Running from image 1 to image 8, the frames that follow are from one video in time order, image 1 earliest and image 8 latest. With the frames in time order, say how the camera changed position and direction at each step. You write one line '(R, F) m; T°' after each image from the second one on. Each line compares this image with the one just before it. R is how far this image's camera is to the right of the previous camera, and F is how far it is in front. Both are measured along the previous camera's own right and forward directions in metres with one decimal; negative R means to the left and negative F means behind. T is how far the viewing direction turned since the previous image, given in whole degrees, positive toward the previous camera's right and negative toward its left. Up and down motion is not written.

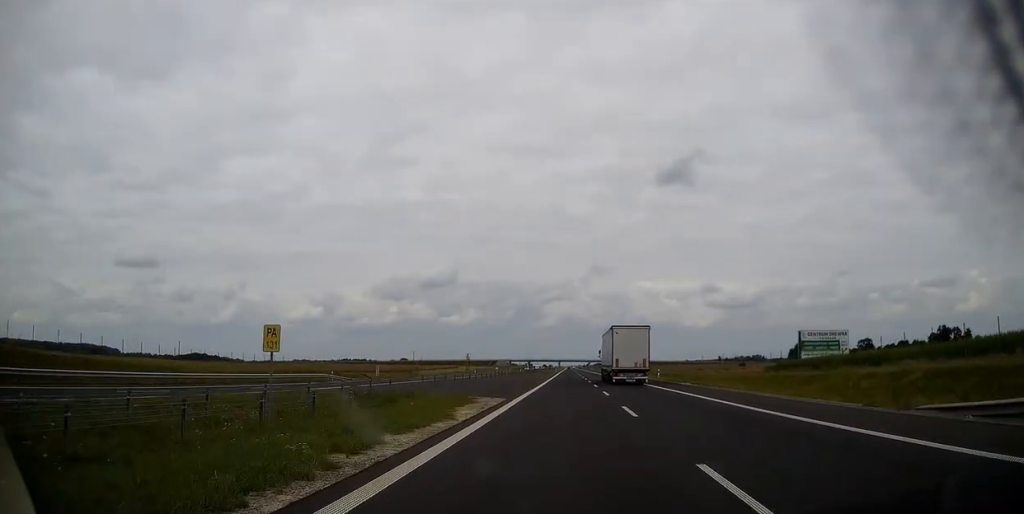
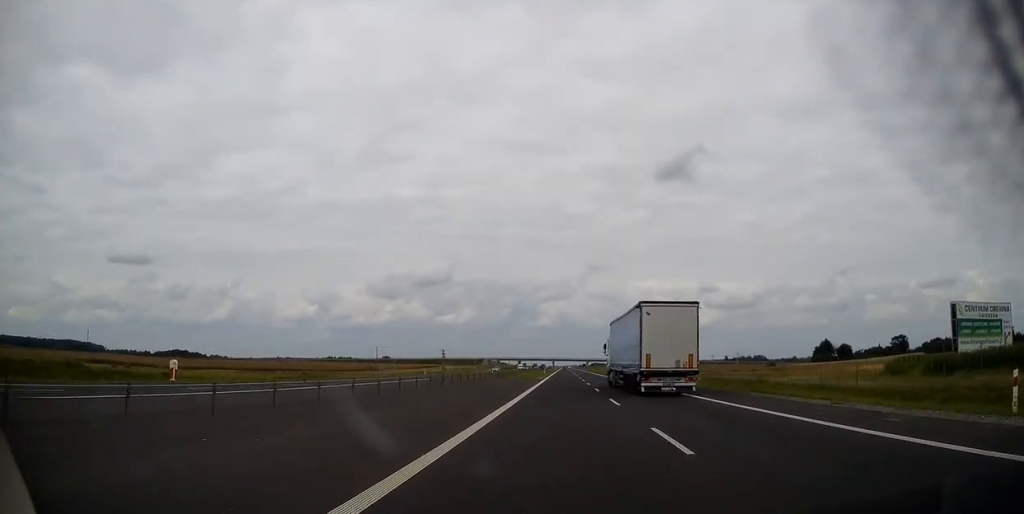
(-0.1, +54.0) m; 0°
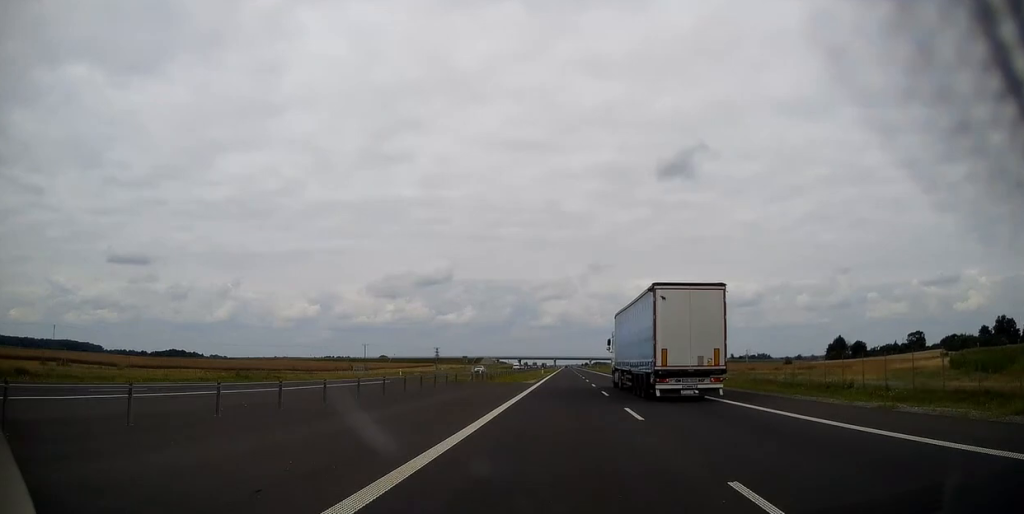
(0.0, +18.4) m; 0°
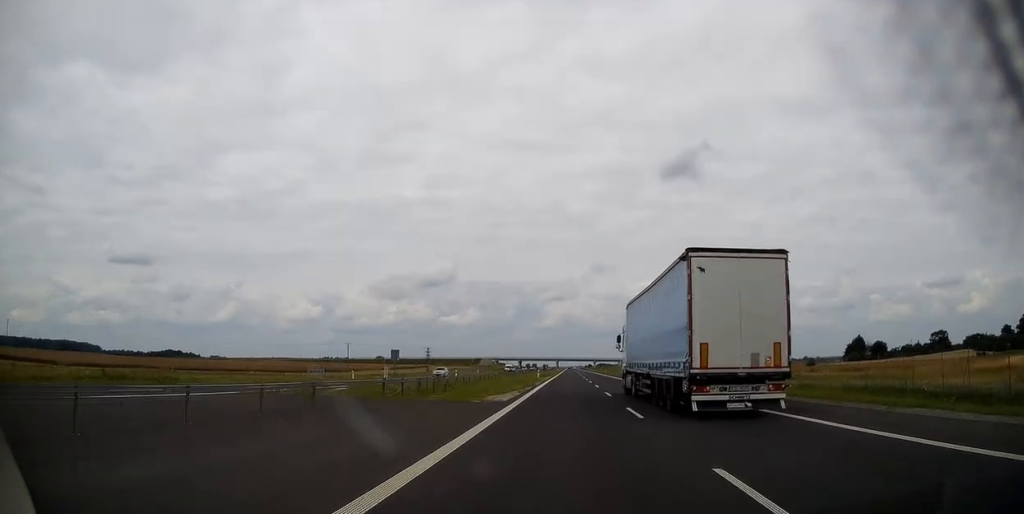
(0.0, +23.0) m; 0°
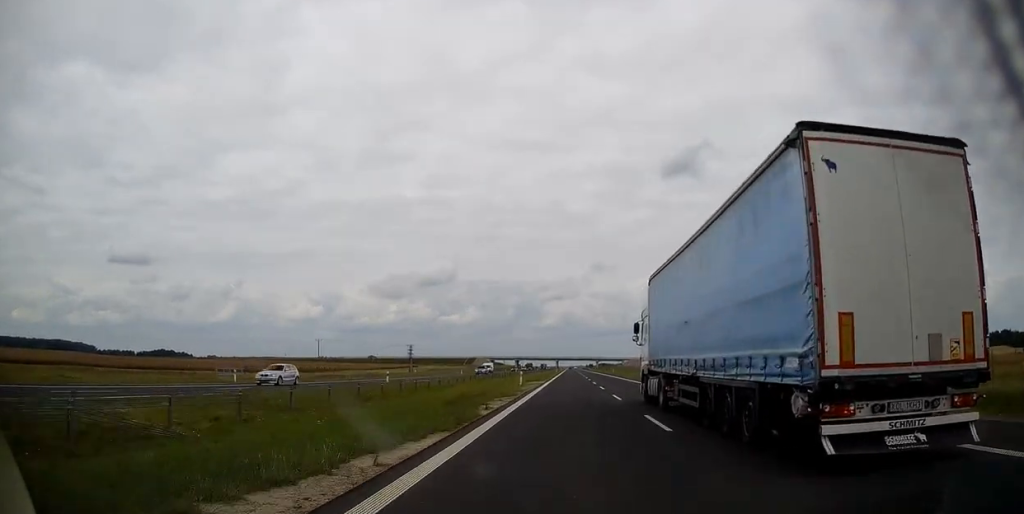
(0.0, +27.6) m; 0°
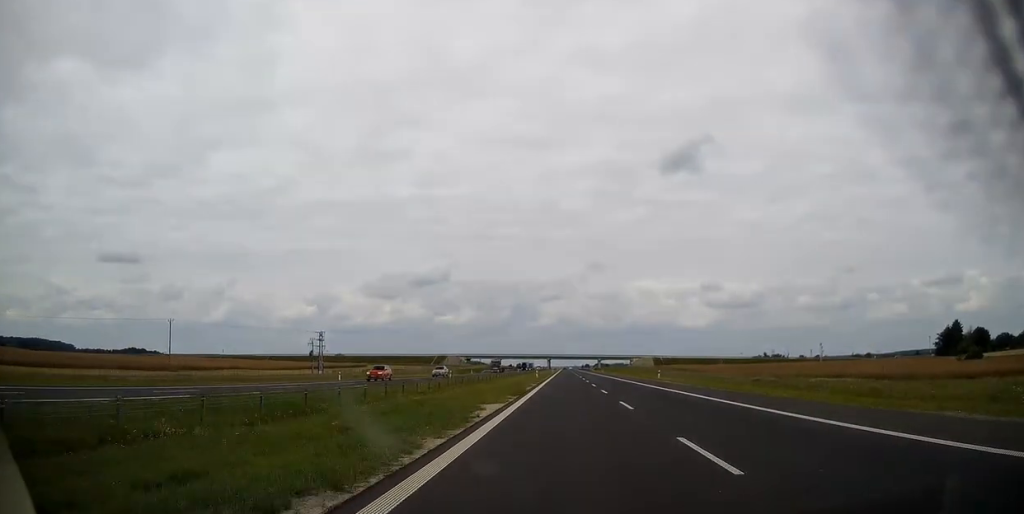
(-0.1, +77.0) m; 0°
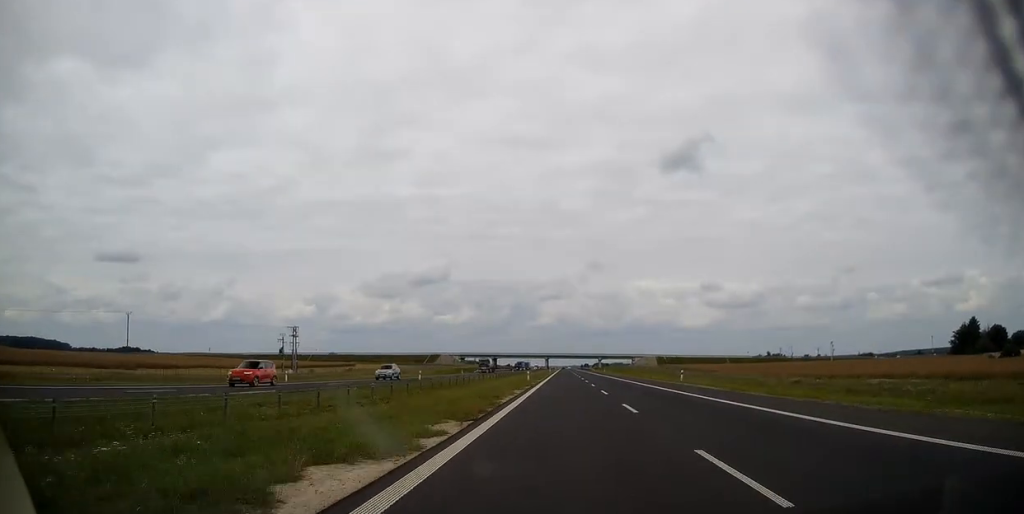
(0.0, +13.8) m; 0°
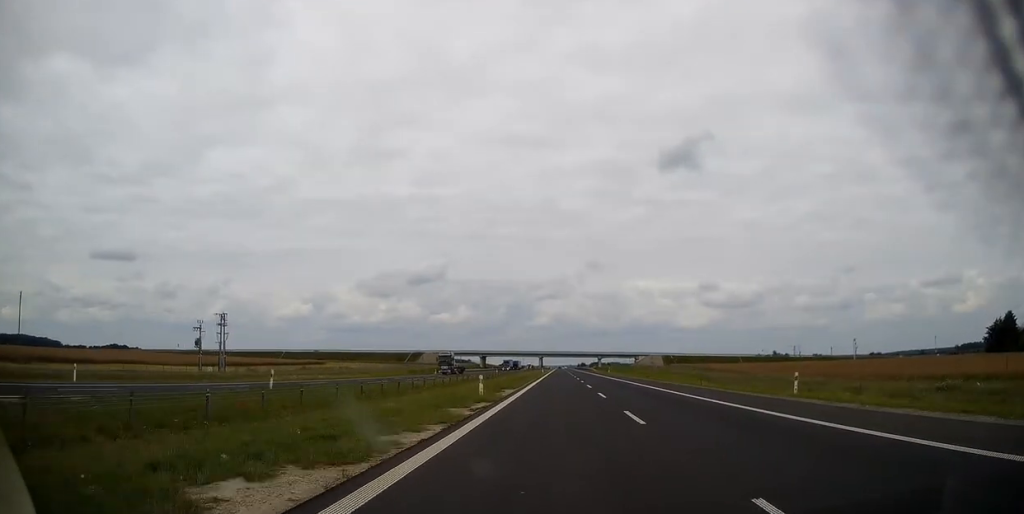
(0.0, +27.6) m; 0°
